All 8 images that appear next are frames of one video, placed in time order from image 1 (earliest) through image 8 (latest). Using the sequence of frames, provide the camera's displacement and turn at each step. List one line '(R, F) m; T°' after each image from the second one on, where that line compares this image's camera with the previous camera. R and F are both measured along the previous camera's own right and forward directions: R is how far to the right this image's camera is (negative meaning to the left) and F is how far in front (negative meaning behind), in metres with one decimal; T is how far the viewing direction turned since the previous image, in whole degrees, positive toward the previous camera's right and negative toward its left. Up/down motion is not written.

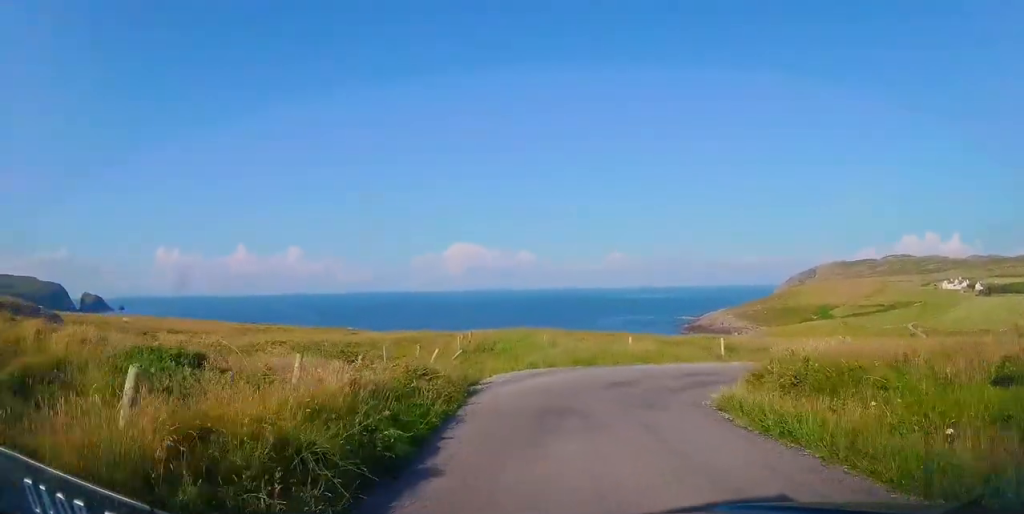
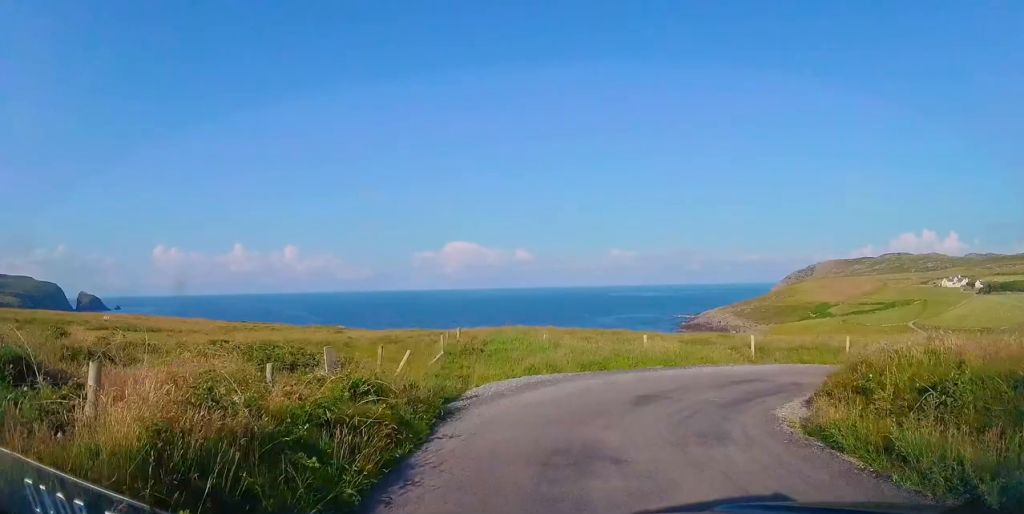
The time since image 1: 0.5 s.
(0.0, +4.0) m; 0°
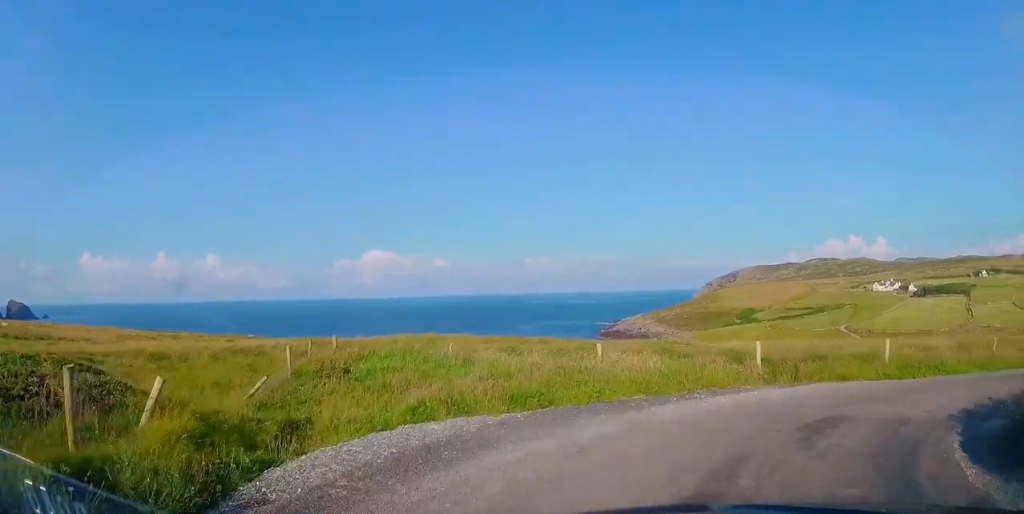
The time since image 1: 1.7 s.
(0.0, +7.8) m; +6°
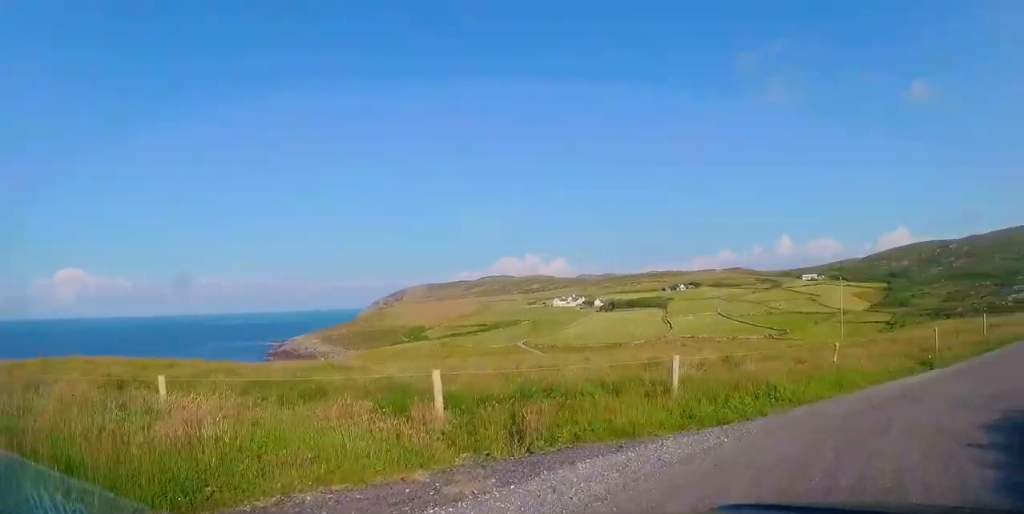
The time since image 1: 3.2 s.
(+1.1, +7.2) m; +36°
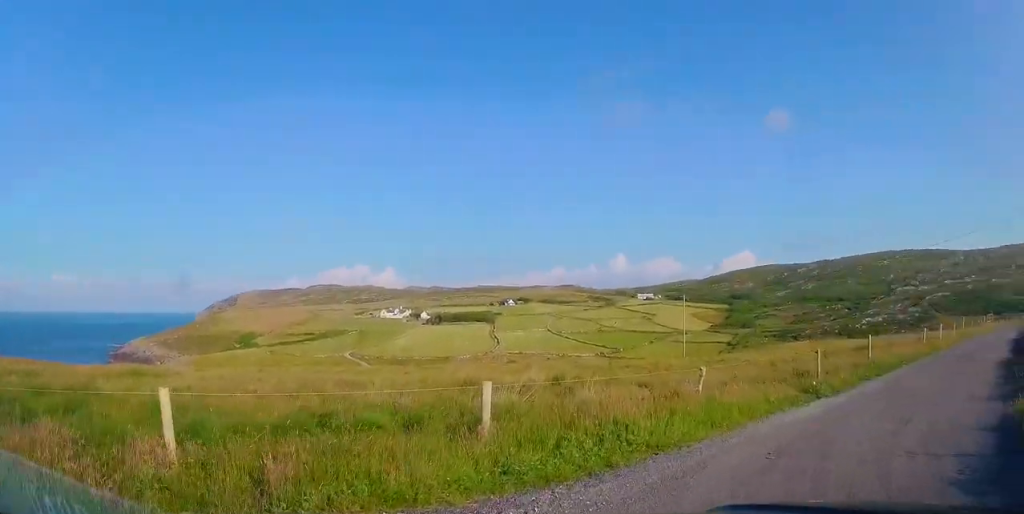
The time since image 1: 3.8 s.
(+0.9, +2.2) m; +24°
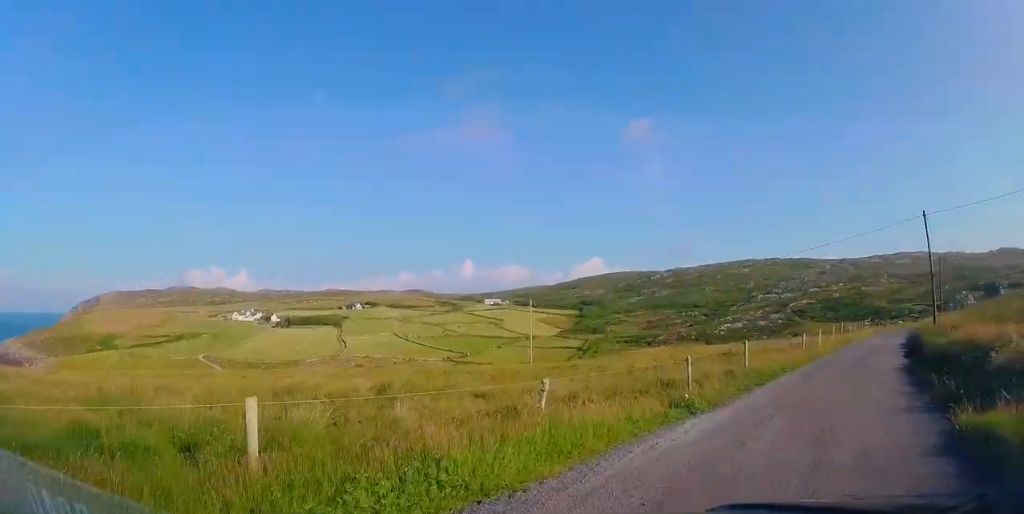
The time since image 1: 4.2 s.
(+0.1, +1.9) m; +19°
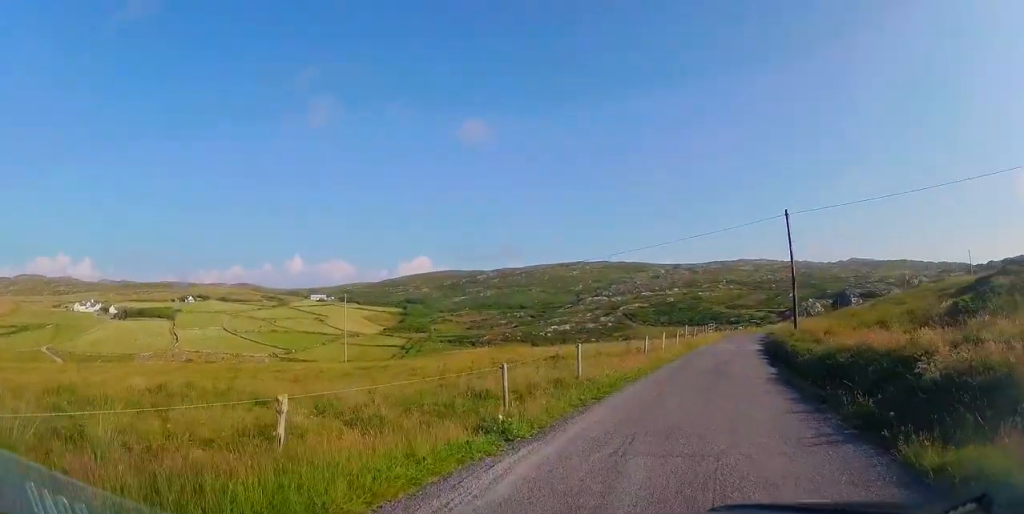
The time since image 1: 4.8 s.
(+0.7, +2.8) m; +11°
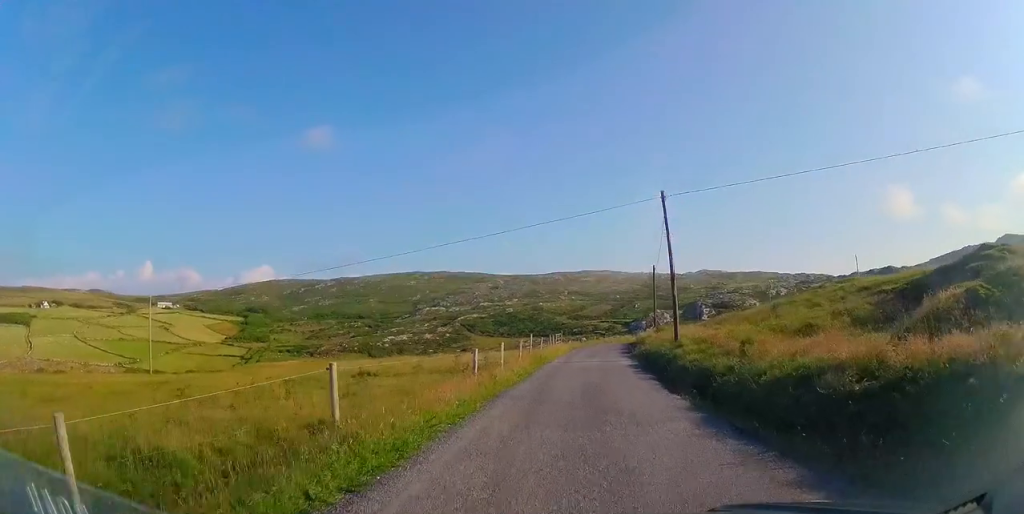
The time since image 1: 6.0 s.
(+1.0, +6.4) m; +12°
